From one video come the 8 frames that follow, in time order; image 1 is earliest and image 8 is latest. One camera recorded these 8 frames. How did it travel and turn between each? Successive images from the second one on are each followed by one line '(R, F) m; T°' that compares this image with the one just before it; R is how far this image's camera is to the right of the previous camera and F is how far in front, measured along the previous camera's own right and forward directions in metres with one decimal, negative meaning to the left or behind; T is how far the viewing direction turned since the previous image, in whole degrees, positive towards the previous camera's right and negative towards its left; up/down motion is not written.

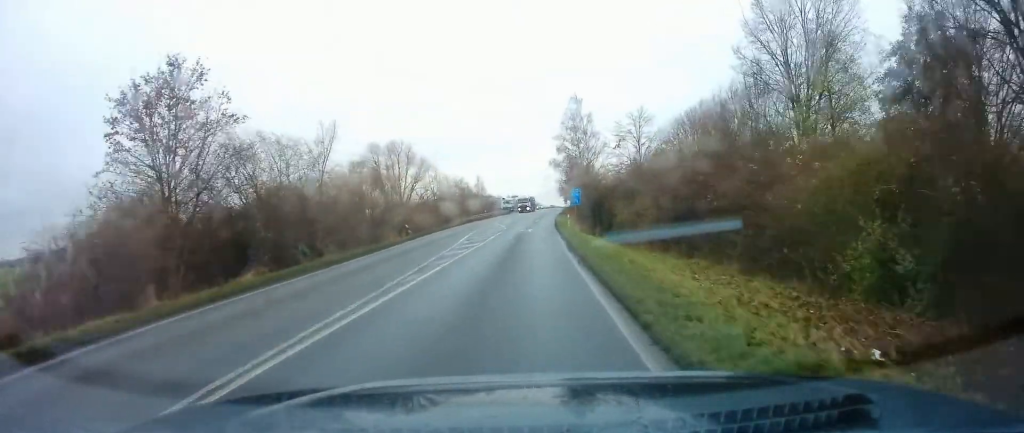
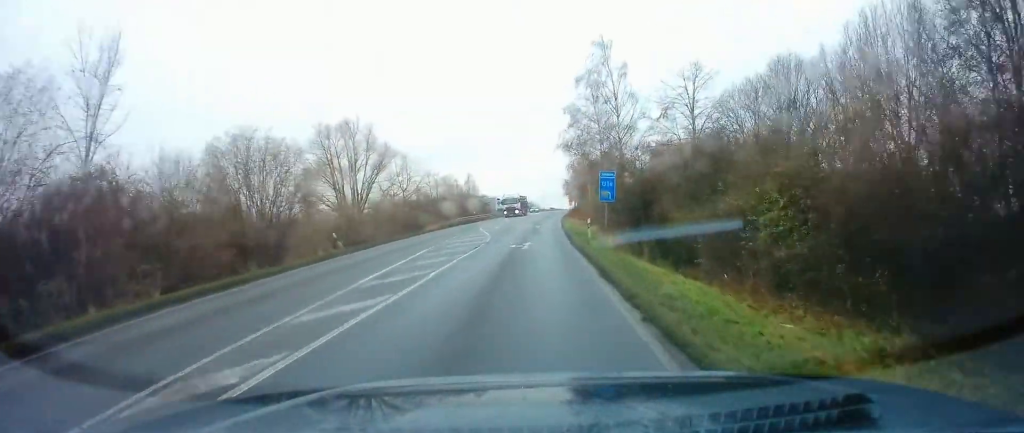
(0.0, +16.4) m; 0°
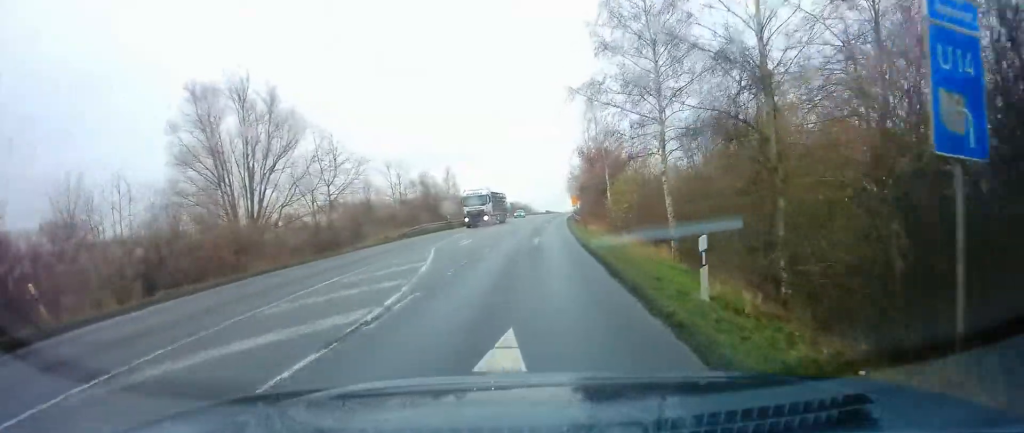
(+0.1, +19.0) m; +1°
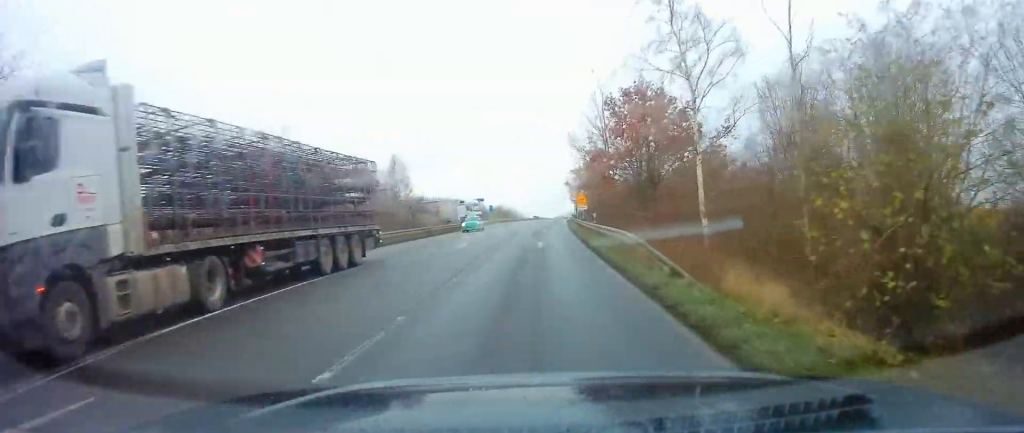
(+0.3, +25.9) m; +1°
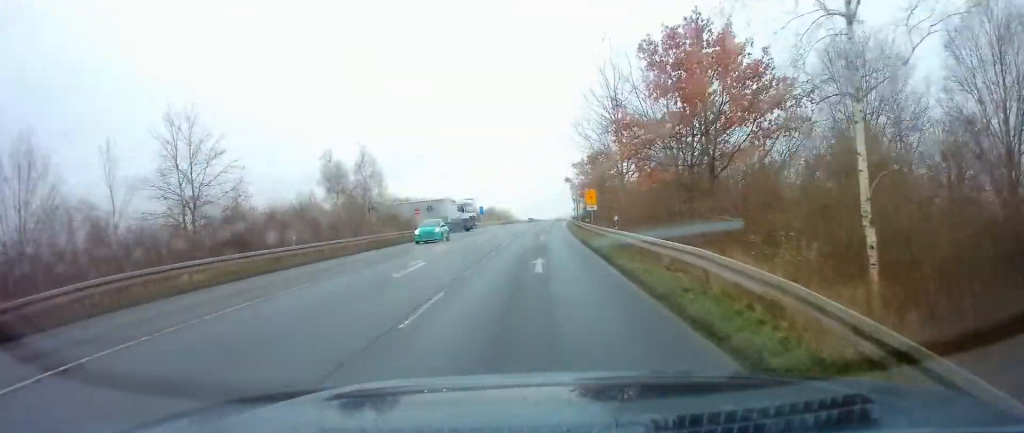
(0.0, +9.3) m; +1°
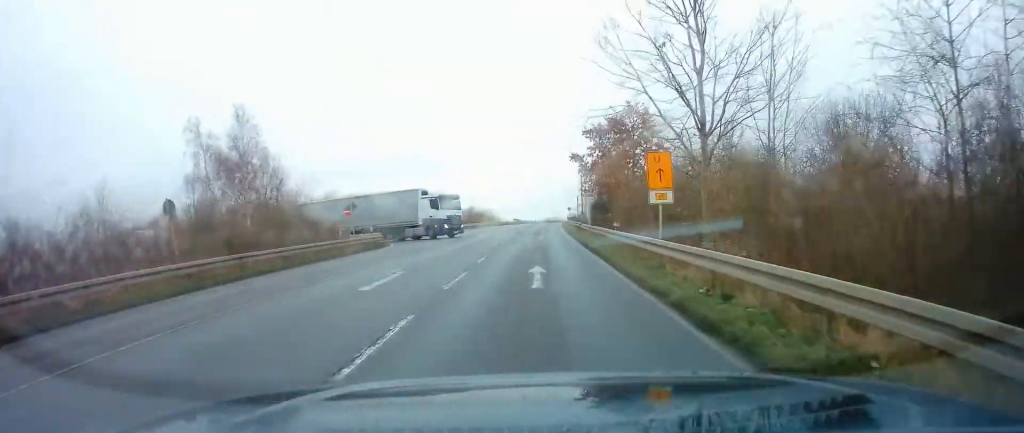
(+0.3, +20.1) m; +1°
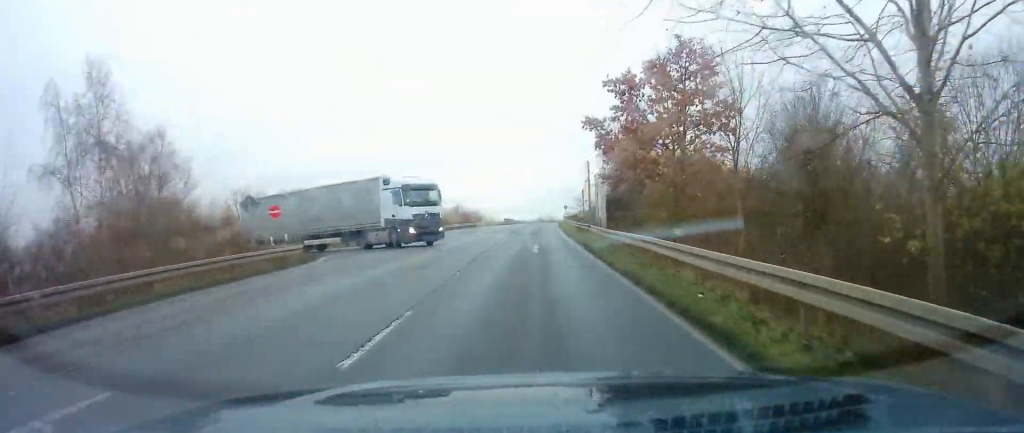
(0.0, +11.6) m; +1°
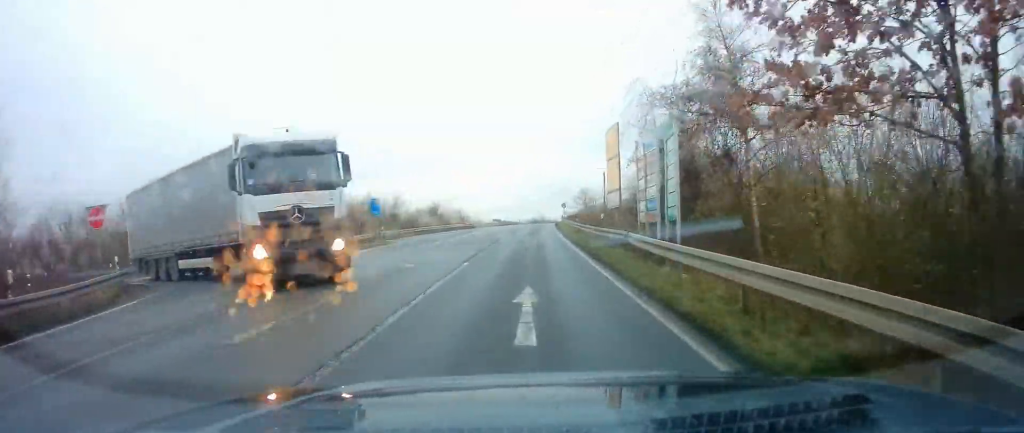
(+0.2, +14.4) m; +1°
